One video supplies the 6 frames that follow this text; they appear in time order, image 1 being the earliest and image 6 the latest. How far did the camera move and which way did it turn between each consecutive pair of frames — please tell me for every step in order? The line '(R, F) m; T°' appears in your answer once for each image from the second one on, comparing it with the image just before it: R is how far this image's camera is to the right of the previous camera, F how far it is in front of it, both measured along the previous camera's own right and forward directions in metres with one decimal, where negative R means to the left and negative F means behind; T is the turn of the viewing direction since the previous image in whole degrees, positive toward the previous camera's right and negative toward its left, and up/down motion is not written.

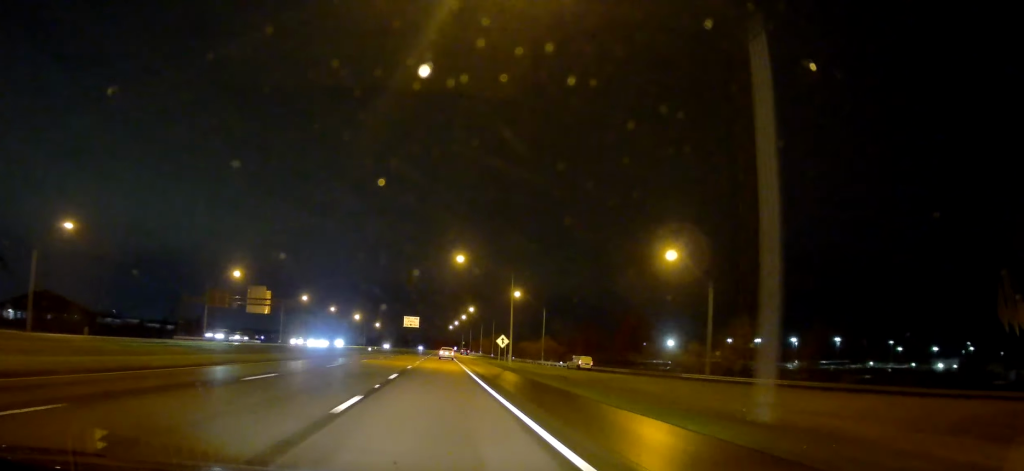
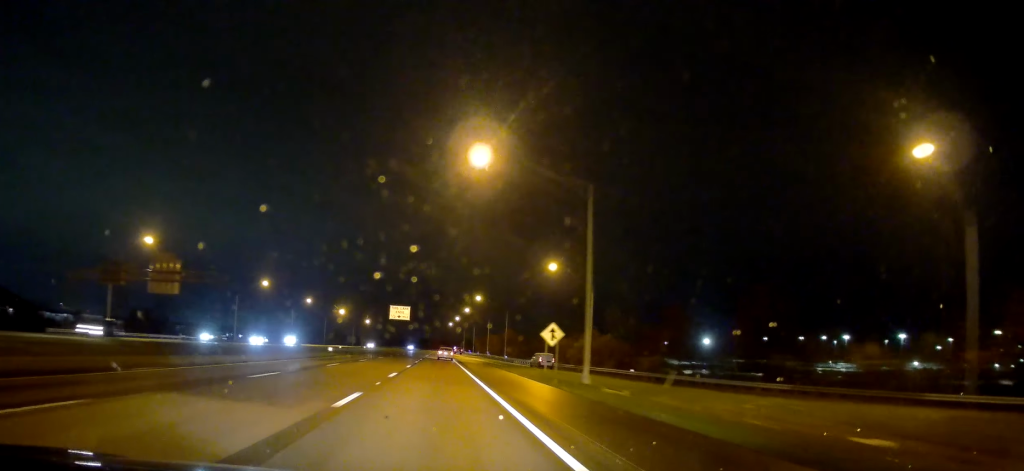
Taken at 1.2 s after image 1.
(-0.4, +35.2) m; 0°
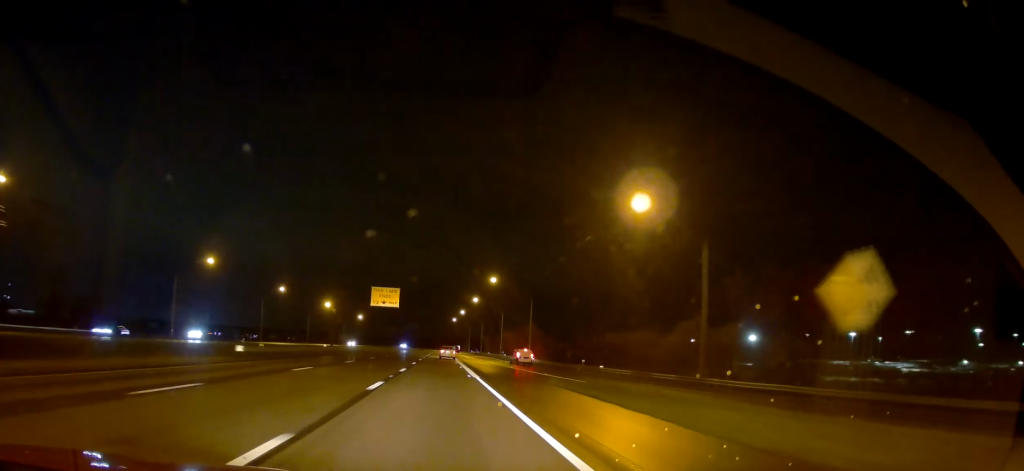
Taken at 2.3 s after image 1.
(+0.4, +31.6) m; +1°
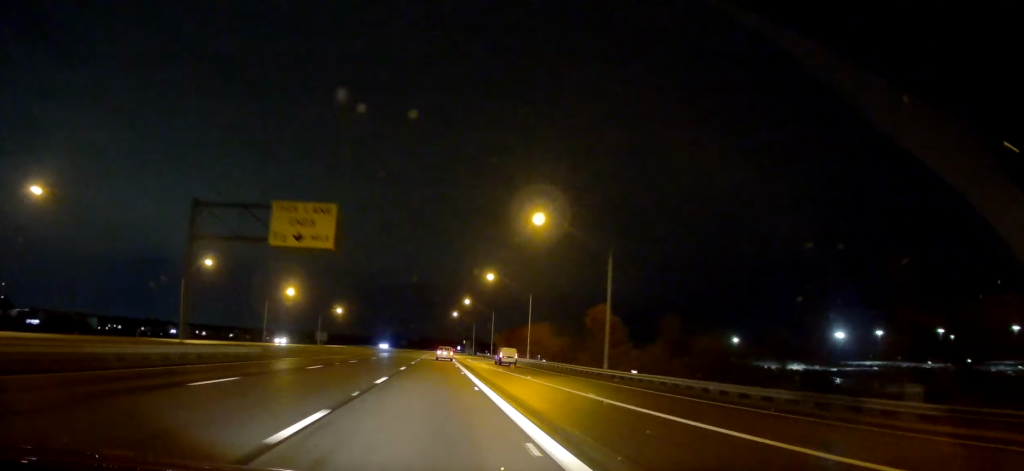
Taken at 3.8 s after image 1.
(+0.1, +45.5) m; -1°
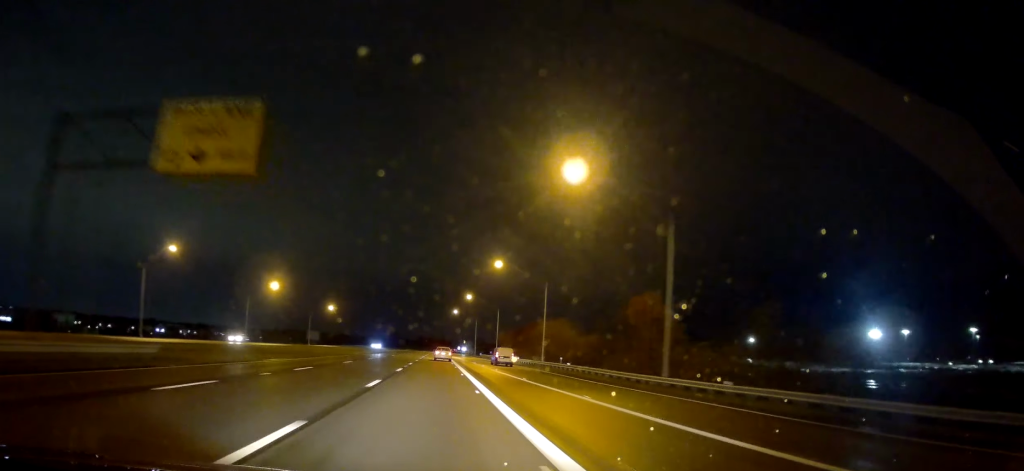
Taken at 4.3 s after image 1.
(-0.3, +13.9) m; 0°
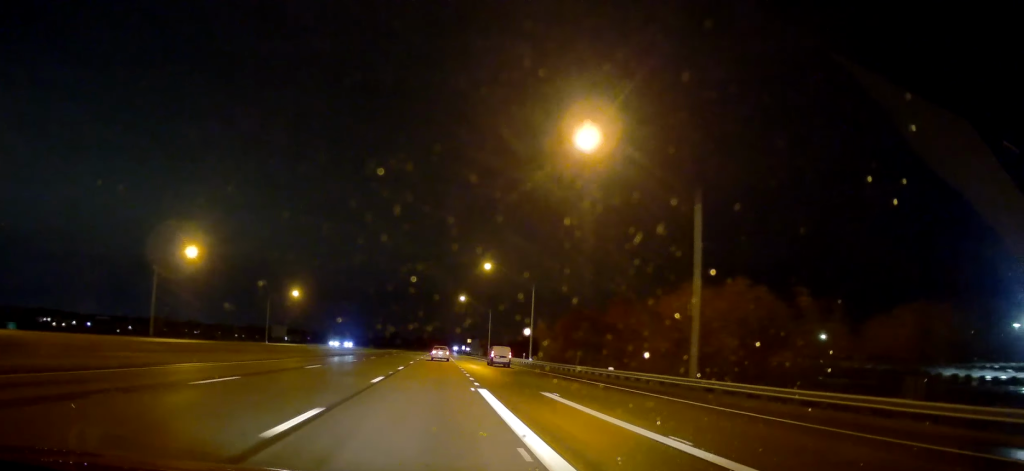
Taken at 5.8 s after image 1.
(+0.5, +46.7) m; +1°
